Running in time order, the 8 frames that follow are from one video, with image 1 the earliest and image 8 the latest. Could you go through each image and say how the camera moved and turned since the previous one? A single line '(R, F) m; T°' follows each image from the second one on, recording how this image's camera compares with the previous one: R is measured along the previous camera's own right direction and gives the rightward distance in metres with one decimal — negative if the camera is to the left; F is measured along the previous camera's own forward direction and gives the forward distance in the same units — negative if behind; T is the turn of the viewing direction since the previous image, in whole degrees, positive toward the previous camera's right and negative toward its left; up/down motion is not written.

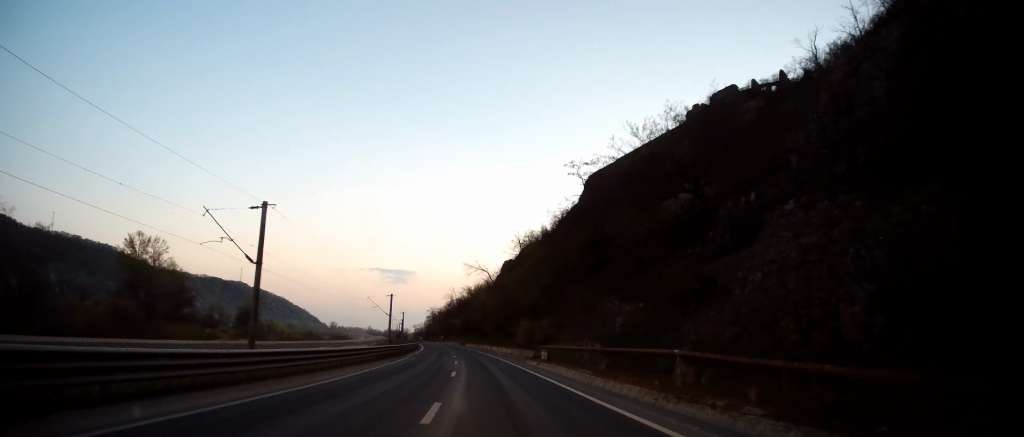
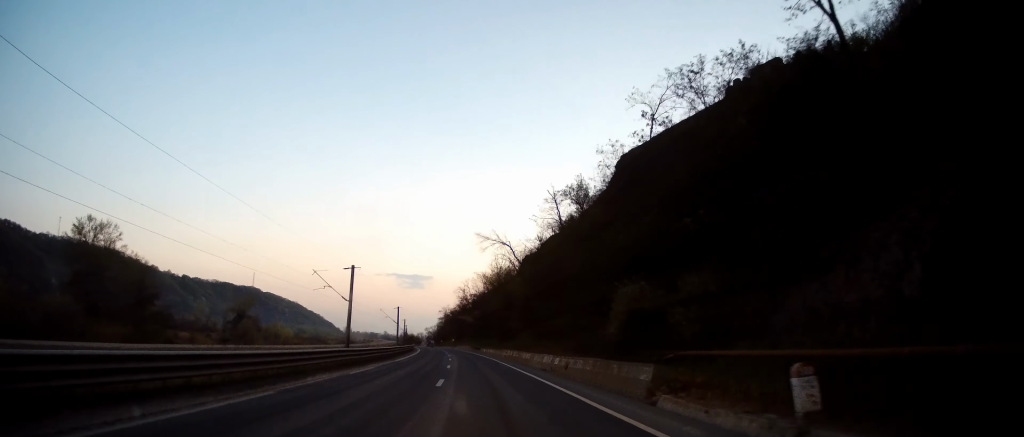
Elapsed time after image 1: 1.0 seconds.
(-0.3, +28.7) m; -1°
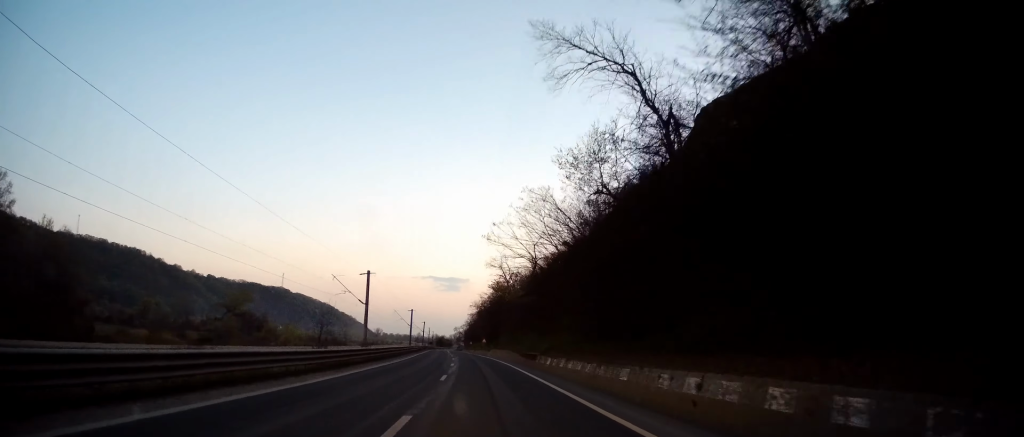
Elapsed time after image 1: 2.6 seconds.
(-1.5, +45.7) m; -4°
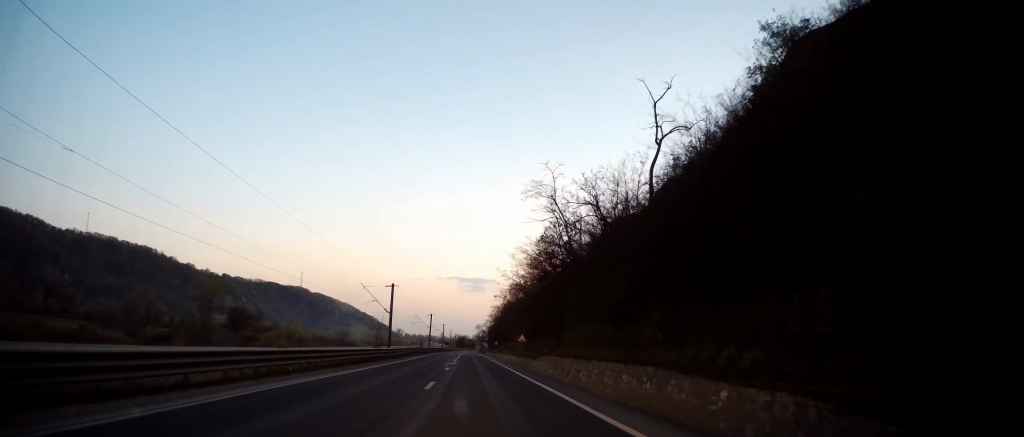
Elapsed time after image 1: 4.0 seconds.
(-1.3, +39.8) m; -3°
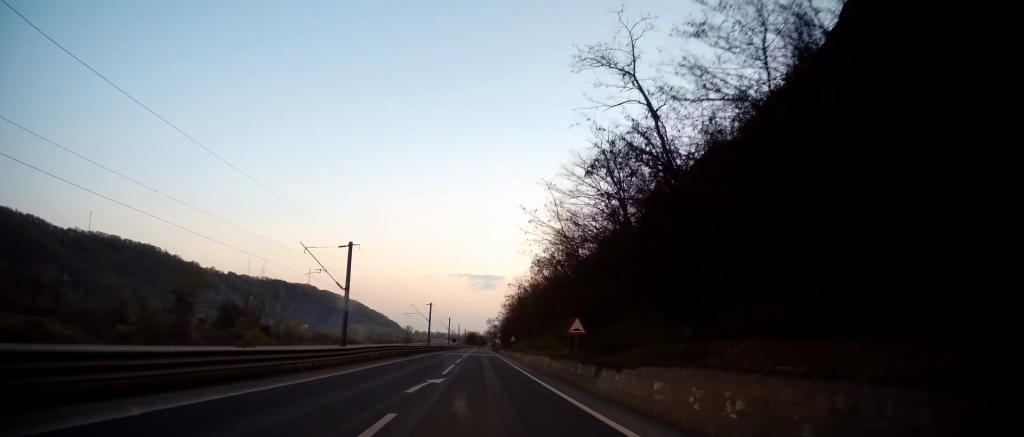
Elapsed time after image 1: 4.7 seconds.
(-0.3, +20.8) m; -1°
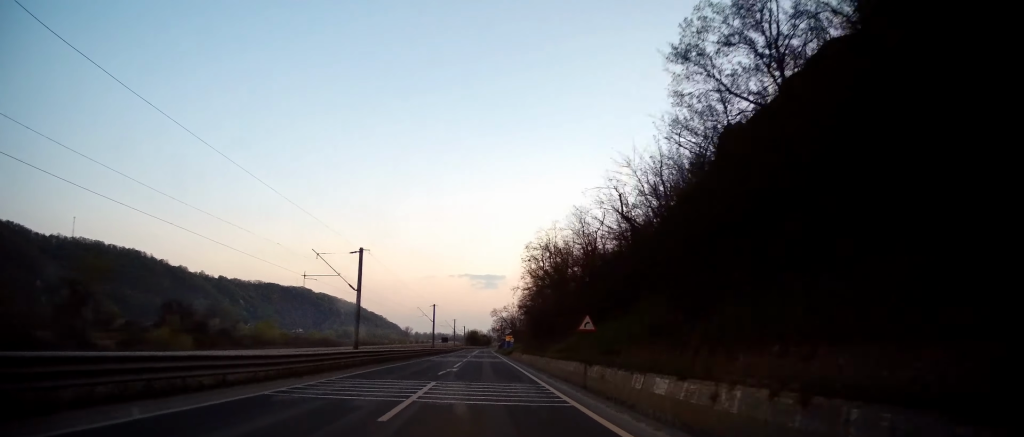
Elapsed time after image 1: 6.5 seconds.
(-0.6, +49.4) m; -1°
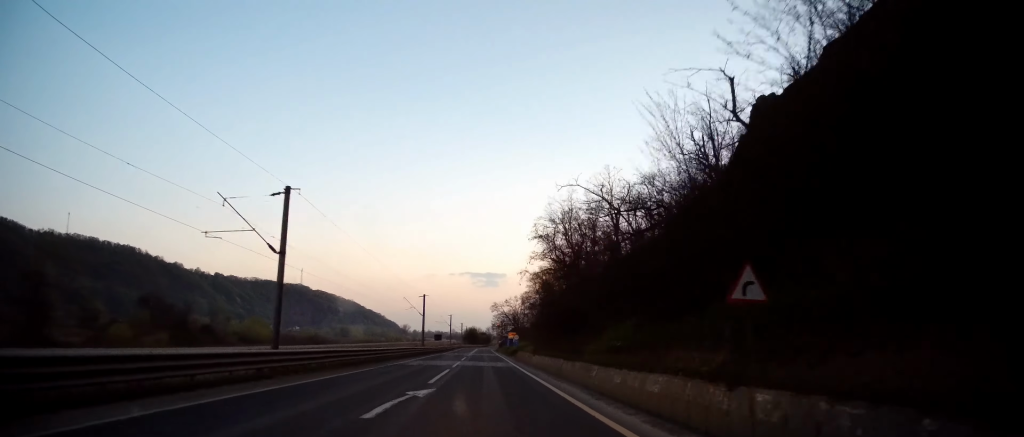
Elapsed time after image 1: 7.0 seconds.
(-0.1, +13.8) m; 0°
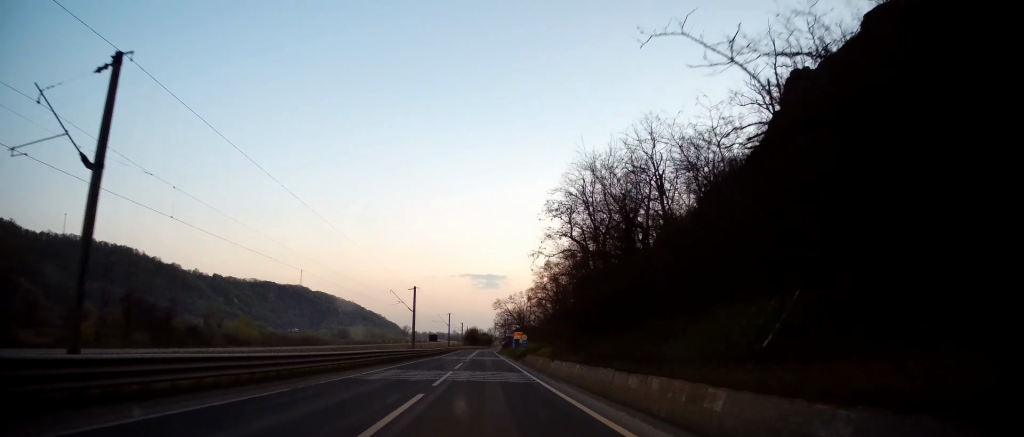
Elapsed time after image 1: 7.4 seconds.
(0.0, +11.8) m; 0°
